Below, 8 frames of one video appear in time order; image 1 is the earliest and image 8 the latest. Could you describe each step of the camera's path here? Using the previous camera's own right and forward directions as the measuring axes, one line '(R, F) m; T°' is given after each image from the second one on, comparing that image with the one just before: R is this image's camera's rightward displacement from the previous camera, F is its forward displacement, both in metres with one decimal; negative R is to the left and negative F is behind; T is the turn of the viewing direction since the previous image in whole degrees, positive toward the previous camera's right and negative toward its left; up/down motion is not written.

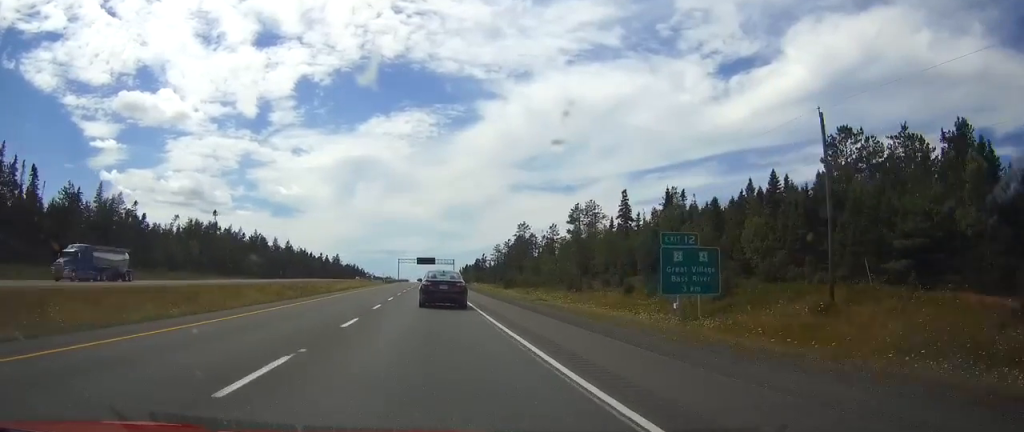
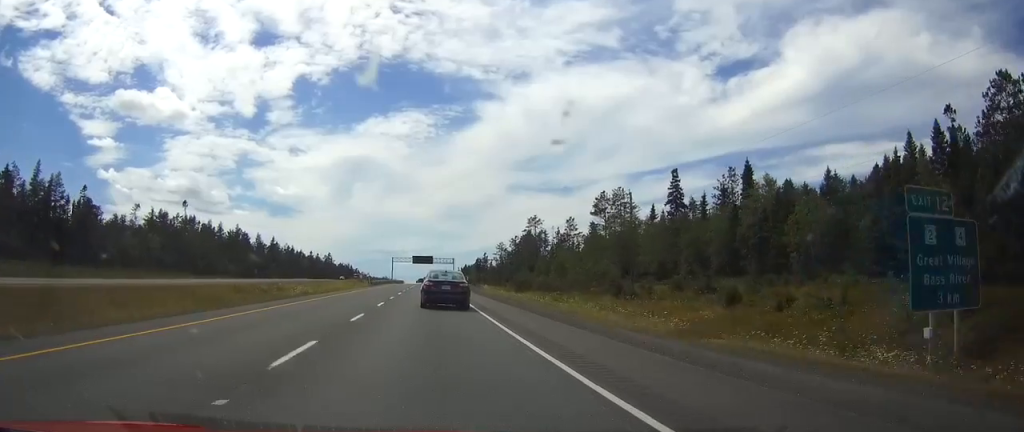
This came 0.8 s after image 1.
(-0.1, +24.7) m; 0°
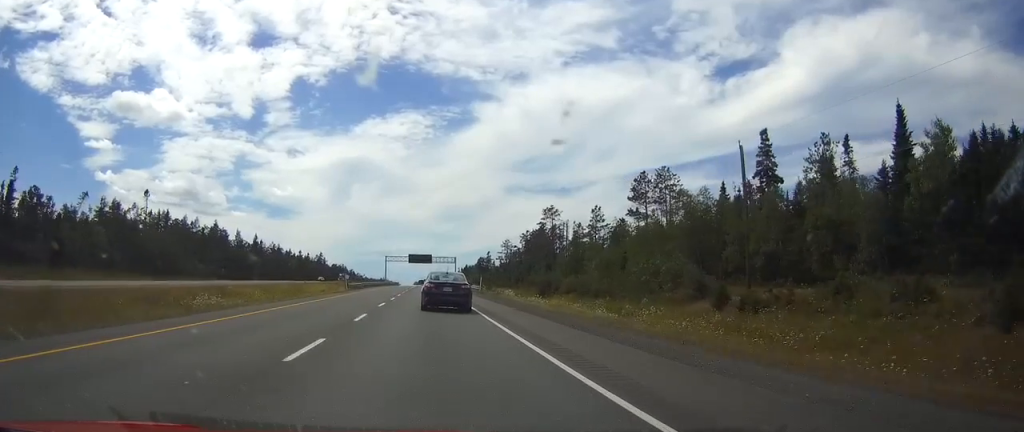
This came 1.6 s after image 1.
(+0.1, +25.7) m; 0°
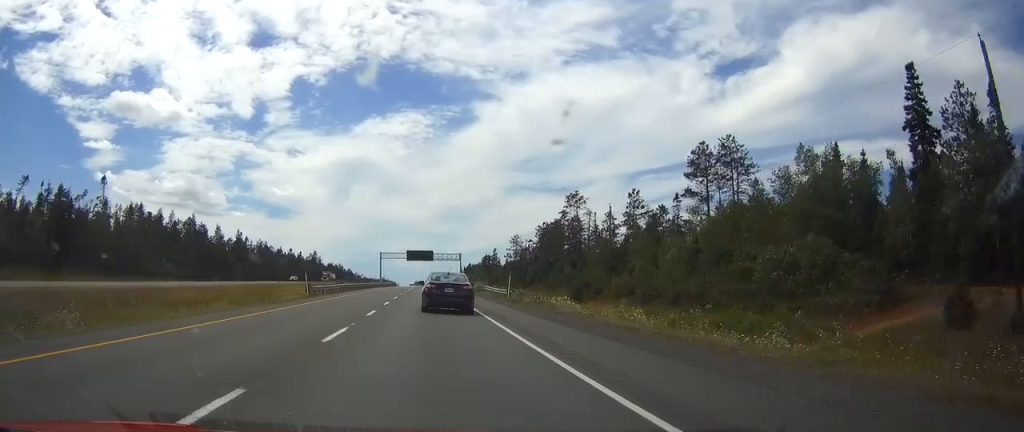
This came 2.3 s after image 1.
(0.0, +23.6) m; 0°
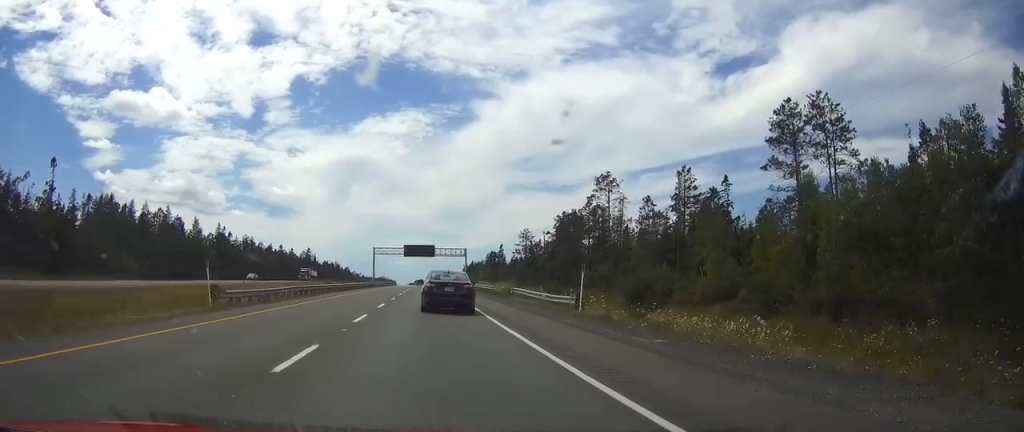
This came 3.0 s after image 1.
(-0.1, +21.5) m; 0°
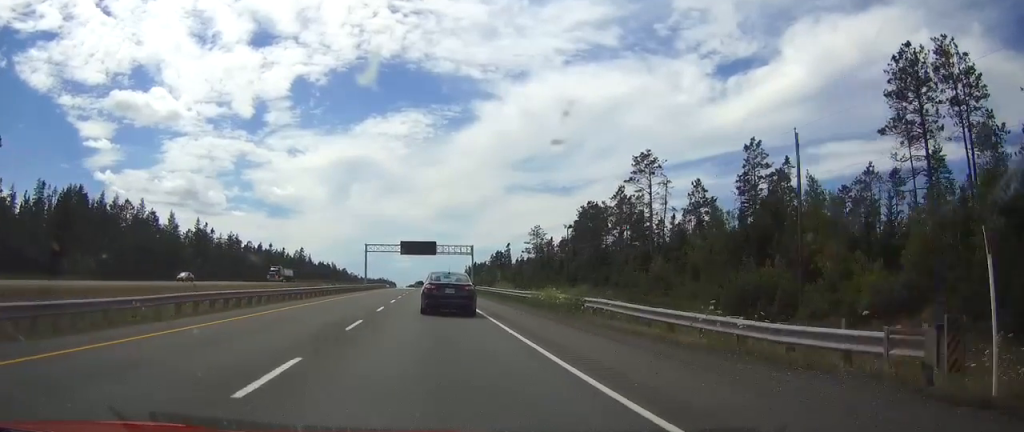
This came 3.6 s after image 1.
(0.0, +19.3) m; 0°
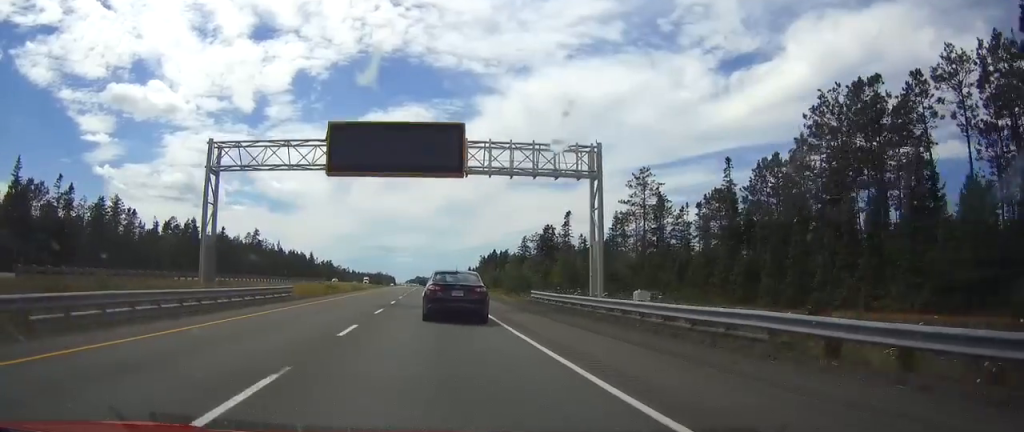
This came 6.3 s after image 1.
(-0.1, +89.8) m; 0°
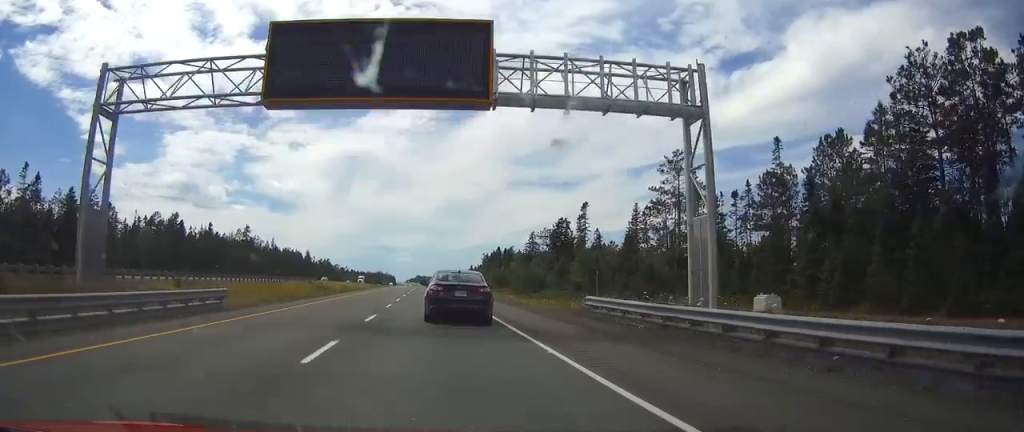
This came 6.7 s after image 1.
(0.0, +13.1) m; 0°
